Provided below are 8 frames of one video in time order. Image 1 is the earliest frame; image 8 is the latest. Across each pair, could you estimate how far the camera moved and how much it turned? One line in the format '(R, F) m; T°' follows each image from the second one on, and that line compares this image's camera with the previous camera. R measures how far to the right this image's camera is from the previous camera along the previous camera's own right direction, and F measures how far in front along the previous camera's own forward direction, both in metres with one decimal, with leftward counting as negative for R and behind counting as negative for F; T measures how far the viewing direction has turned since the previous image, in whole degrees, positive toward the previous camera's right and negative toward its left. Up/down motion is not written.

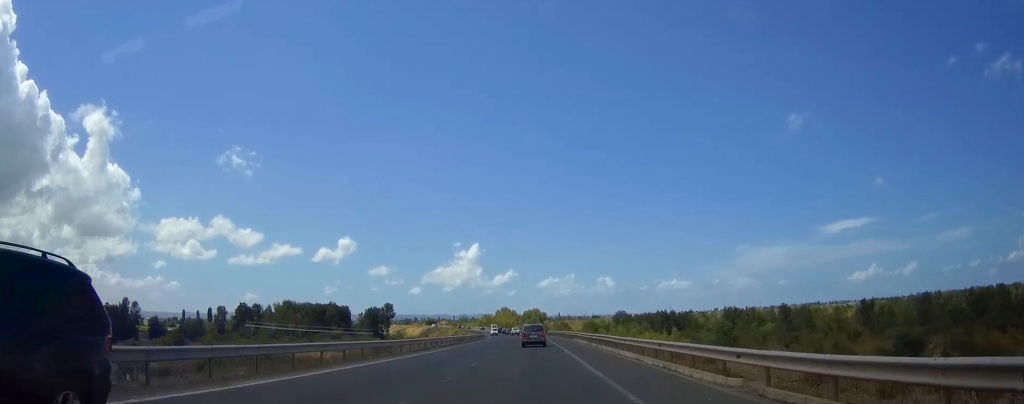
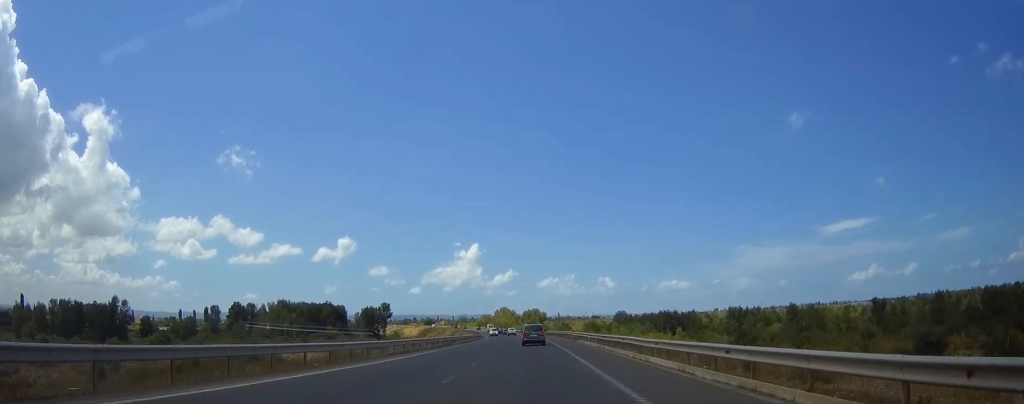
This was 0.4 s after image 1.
(0.0, +8.0) m; 0°
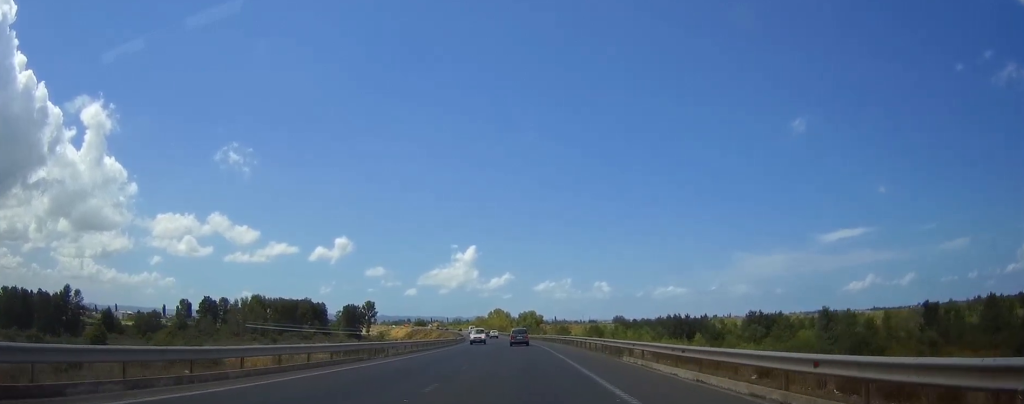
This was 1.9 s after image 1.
(+0.1, +31.7) m; 0°
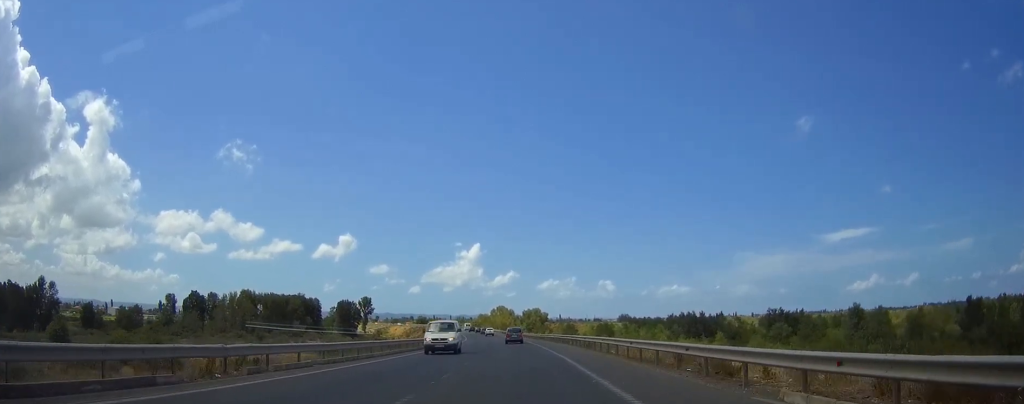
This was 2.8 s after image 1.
(0.0, +18.5) m; 0°
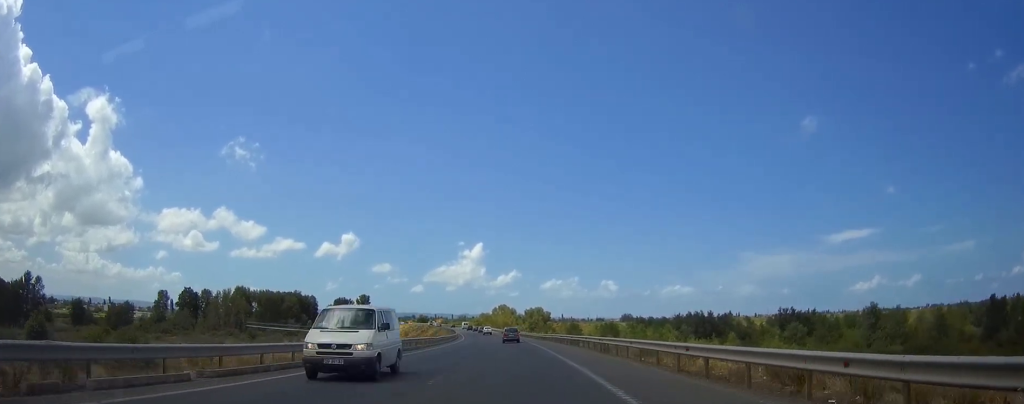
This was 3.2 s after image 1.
(0.0, +9.3) m; 0°
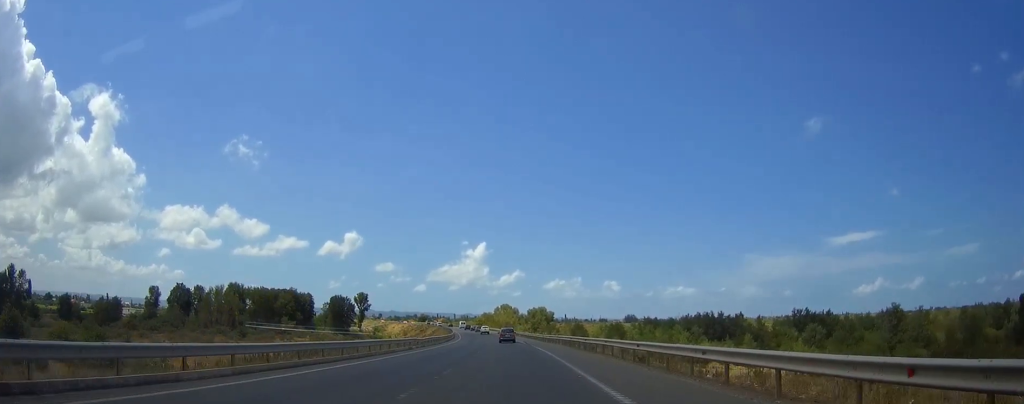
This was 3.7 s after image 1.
(0.0, +10.9) m; 0°
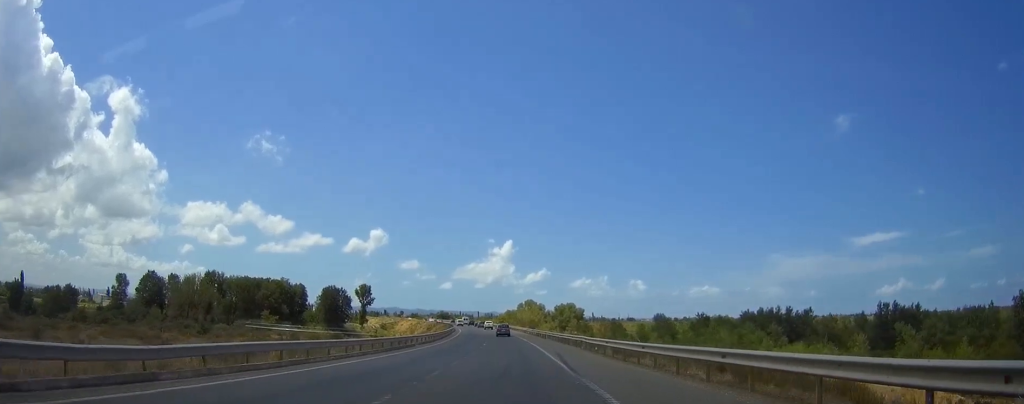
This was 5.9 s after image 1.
(-0.7, +46.9) m; -2°
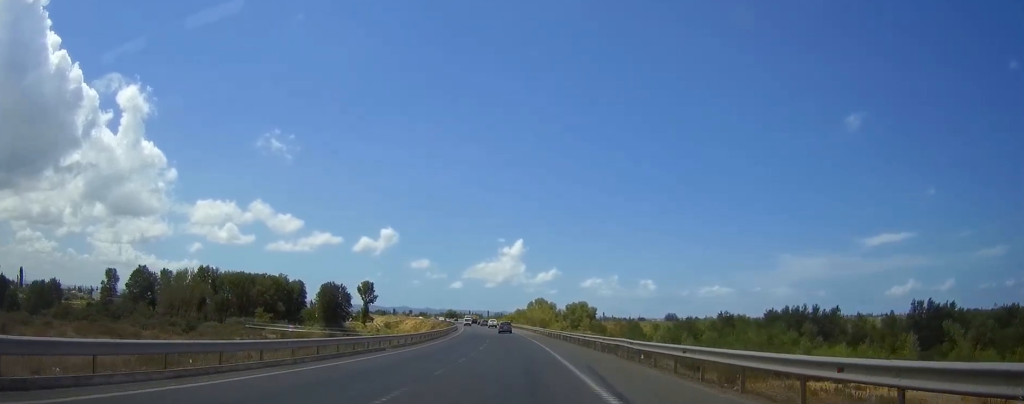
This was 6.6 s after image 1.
(-0.1, +14.3) m; -1°
